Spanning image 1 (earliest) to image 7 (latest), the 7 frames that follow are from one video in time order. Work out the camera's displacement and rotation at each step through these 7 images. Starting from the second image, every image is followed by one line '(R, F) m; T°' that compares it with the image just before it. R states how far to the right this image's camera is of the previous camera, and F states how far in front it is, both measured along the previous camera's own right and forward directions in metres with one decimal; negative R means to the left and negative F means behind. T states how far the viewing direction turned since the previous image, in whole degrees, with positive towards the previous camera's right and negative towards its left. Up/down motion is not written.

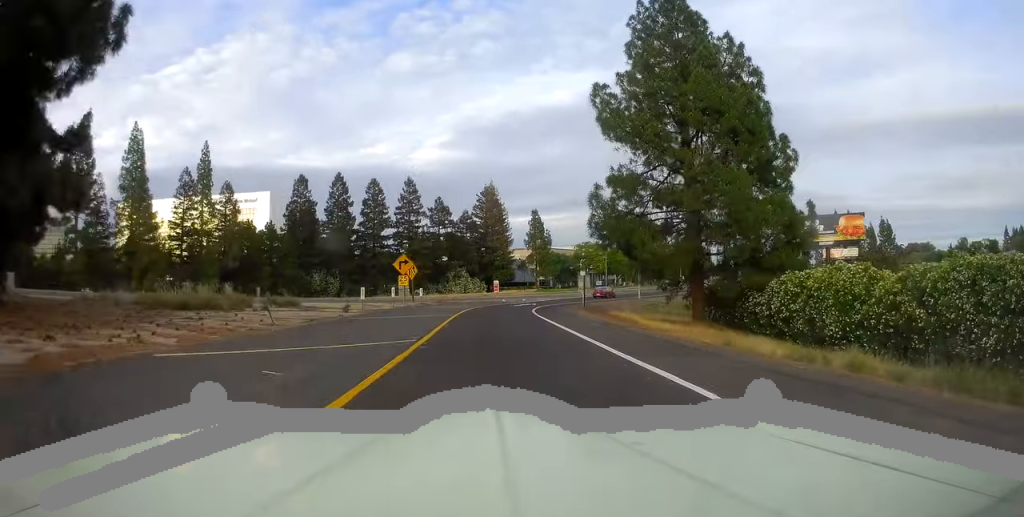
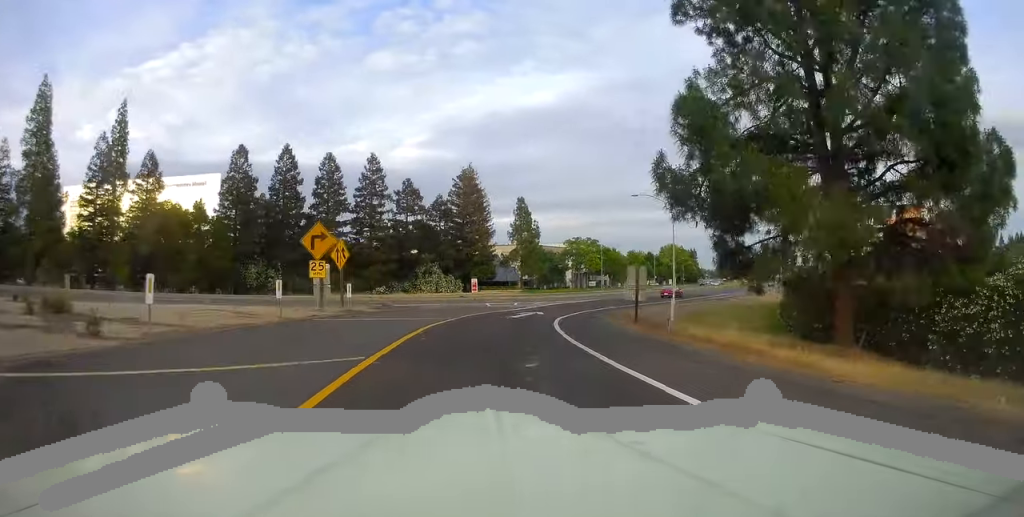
(-0.1, +19.4) m; +1°
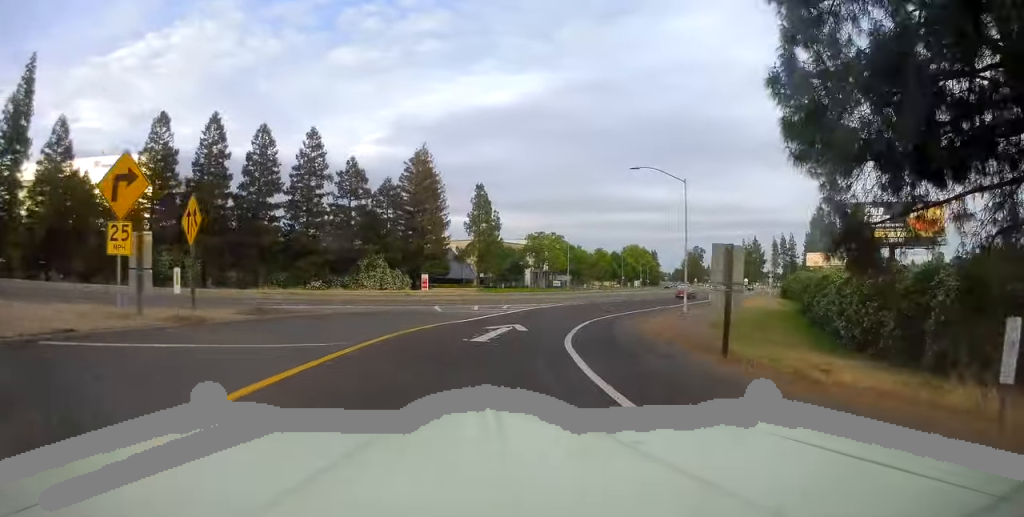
(+0.2, +12.9) m; +3°
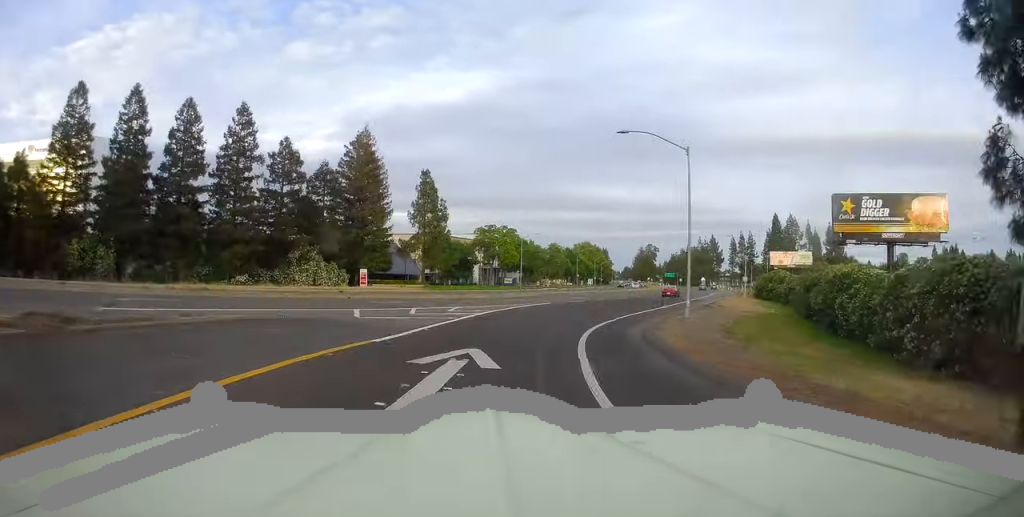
(+0.1, +9.4) m; +3°
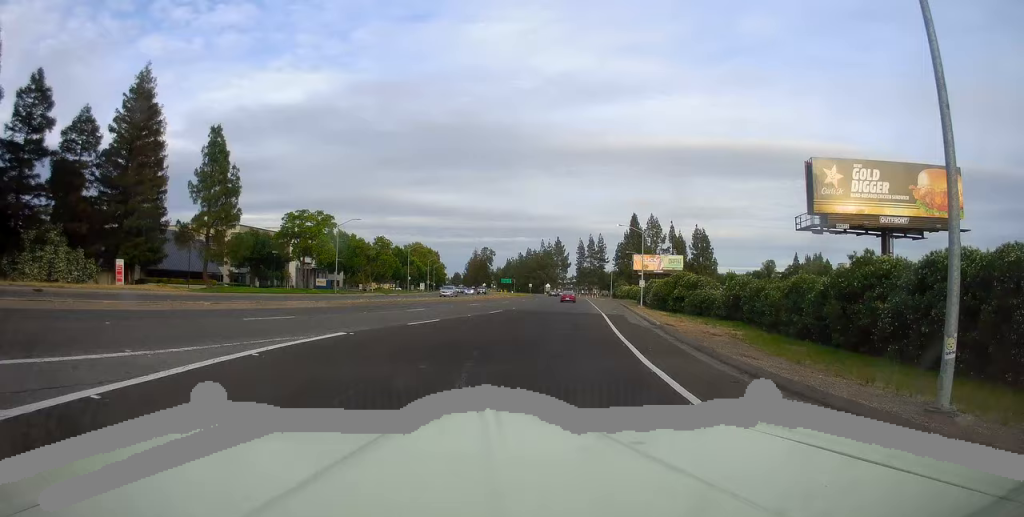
(+3.4, +25.1) m; +14°
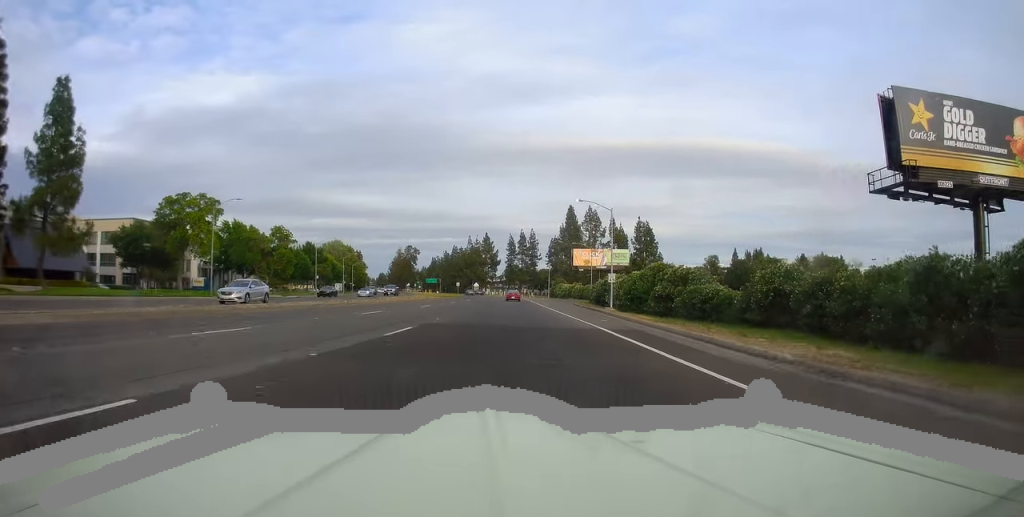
(+1.2, +17.9) m; +6°
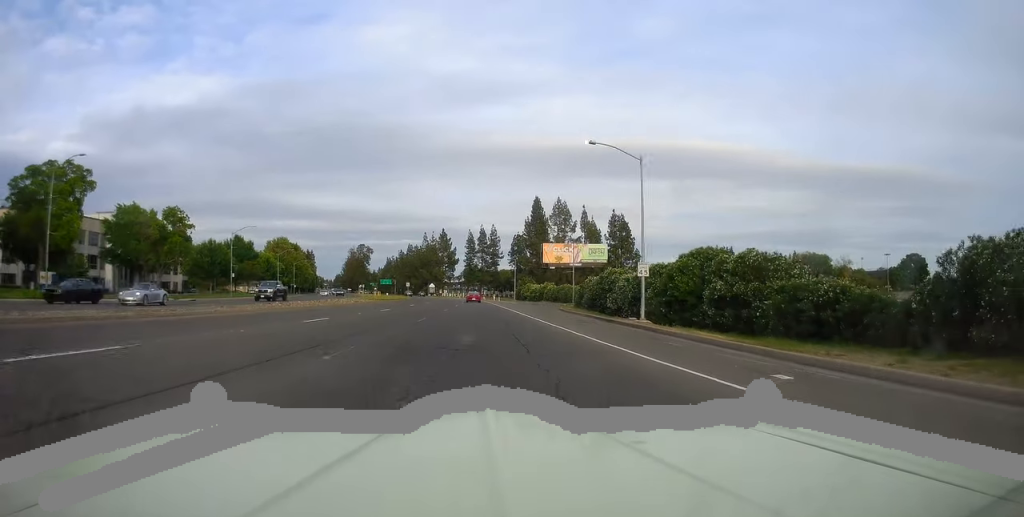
(+0.7, +19.7) m; +10°
